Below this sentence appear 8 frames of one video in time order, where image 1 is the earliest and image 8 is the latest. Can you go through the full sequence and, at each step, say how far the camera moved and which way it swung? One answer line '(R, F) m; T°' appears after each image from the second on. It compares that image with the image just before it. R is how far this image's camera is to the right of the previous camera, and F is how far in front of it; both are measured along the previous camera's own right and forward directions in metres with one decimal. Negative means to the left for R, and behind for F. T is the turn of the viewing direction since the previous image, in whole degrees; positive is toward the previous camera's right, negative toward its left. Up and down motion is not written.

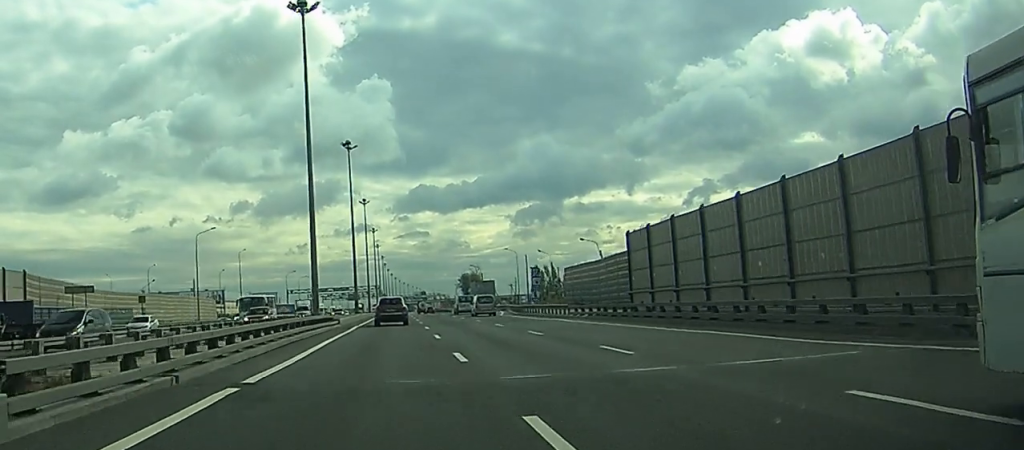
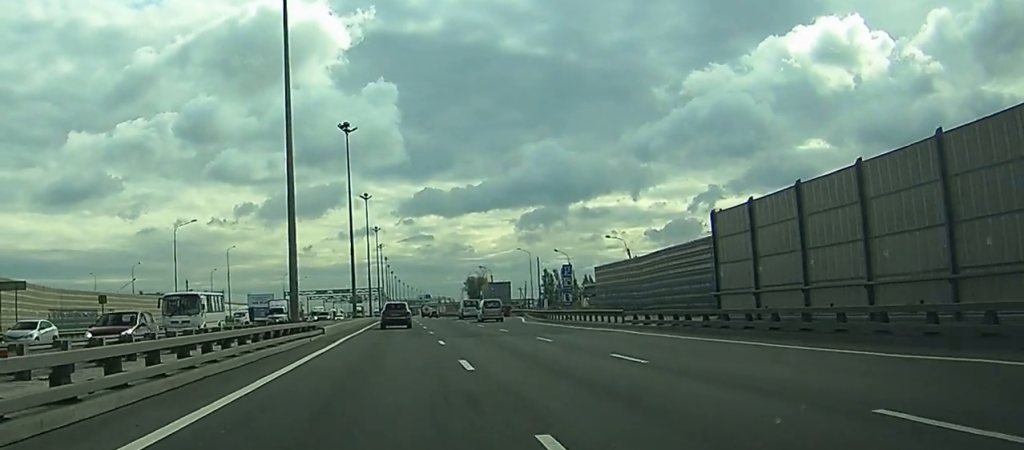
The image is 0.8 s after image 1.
(0.0, +12.5) m; 0°
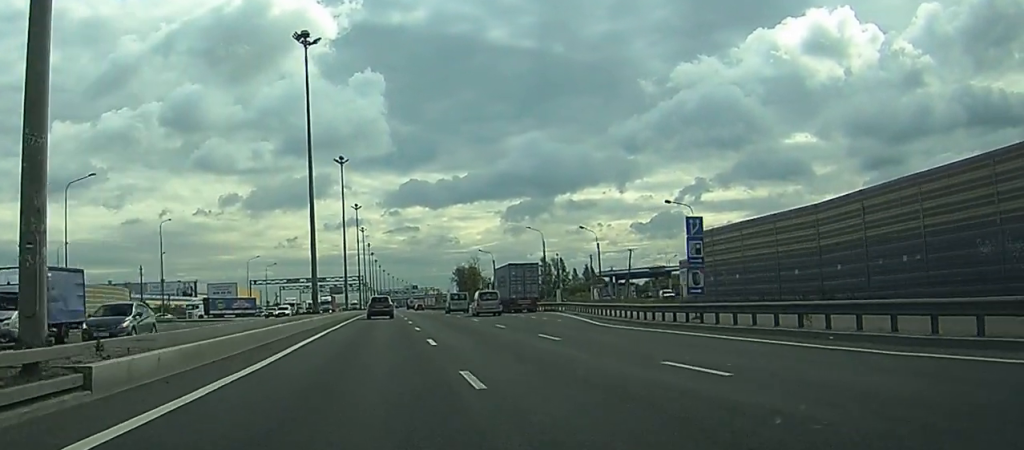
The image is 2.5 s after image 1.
(+0.2, +29.2) m; 0°
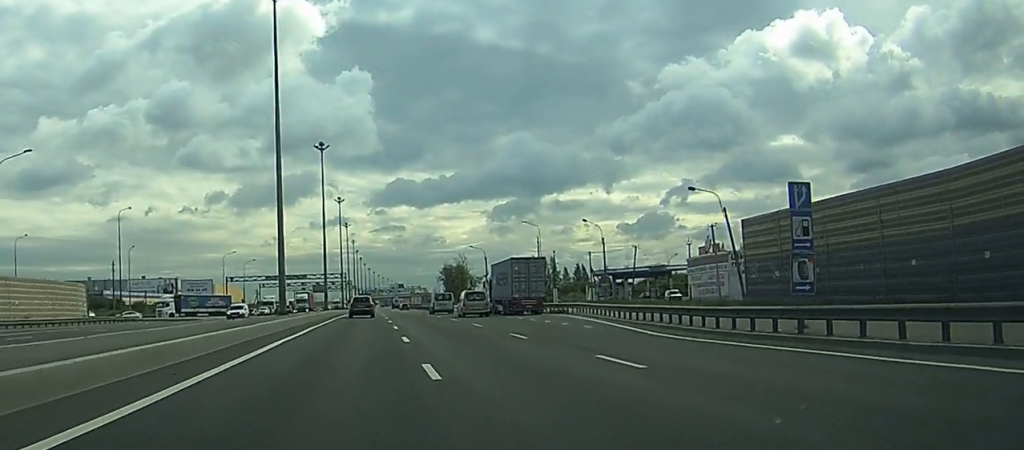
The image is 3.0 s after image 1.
(0.0, +10.1) m; 0°
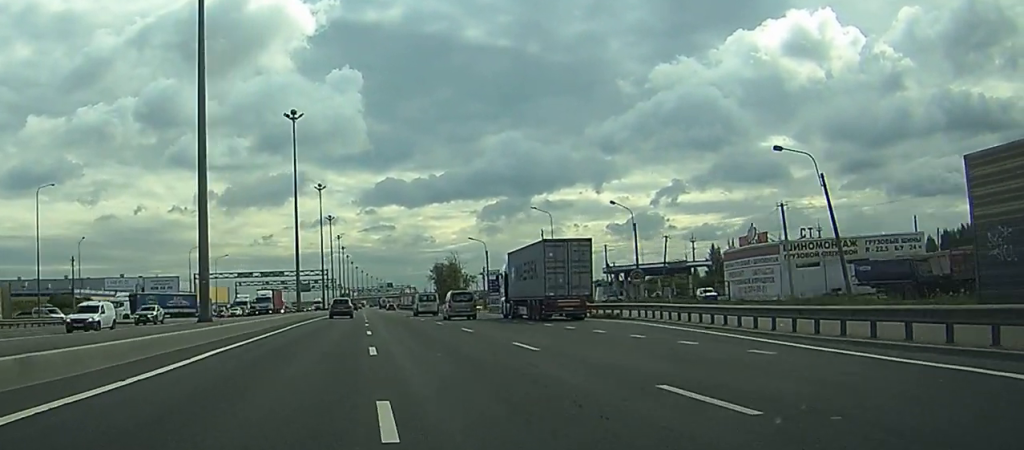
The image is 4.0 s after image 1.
(+0.1, +18.0) m; +1°
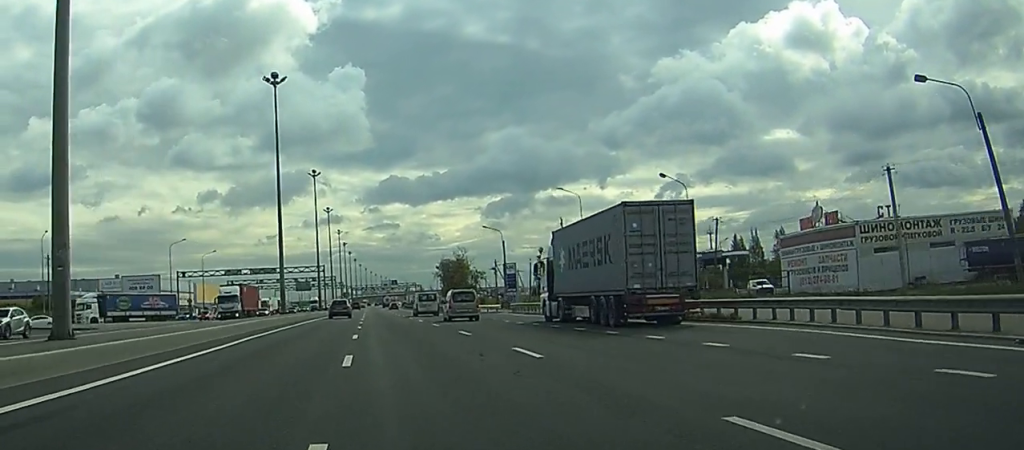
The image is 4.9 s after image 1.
(+0.1, +15.1) m; 0°
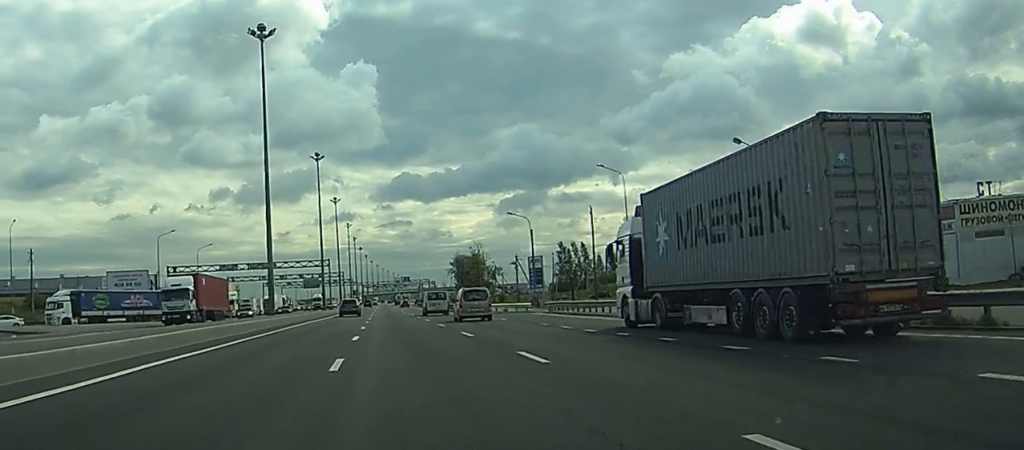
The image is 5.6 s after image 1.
(0.0, +13.4) m; 0°
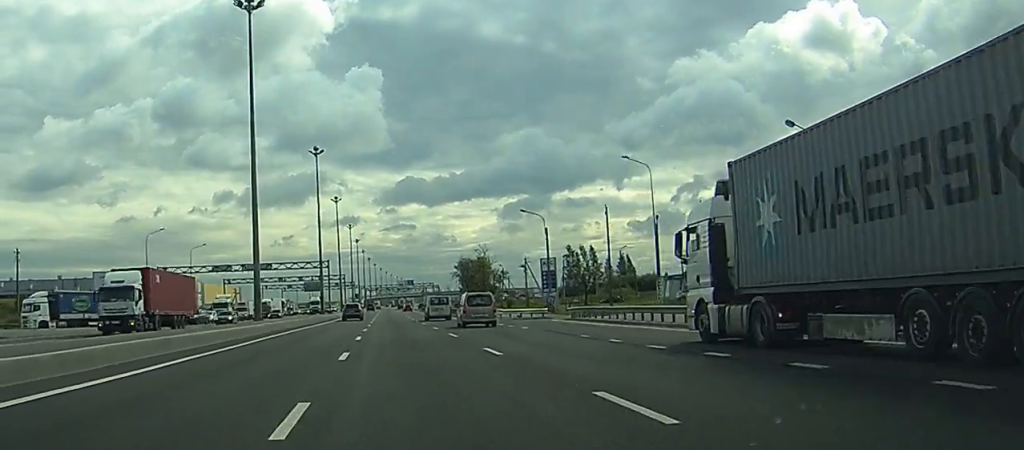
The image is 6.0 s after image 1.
(0.0, +7.3) m; 0°
